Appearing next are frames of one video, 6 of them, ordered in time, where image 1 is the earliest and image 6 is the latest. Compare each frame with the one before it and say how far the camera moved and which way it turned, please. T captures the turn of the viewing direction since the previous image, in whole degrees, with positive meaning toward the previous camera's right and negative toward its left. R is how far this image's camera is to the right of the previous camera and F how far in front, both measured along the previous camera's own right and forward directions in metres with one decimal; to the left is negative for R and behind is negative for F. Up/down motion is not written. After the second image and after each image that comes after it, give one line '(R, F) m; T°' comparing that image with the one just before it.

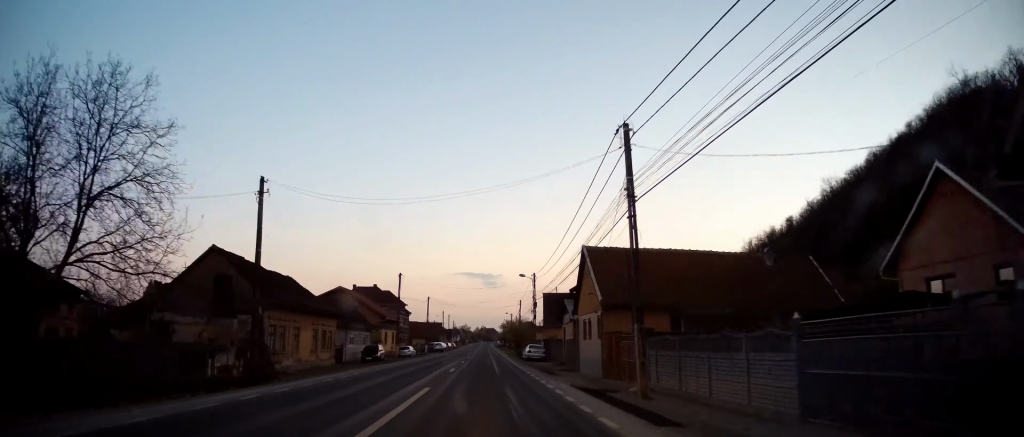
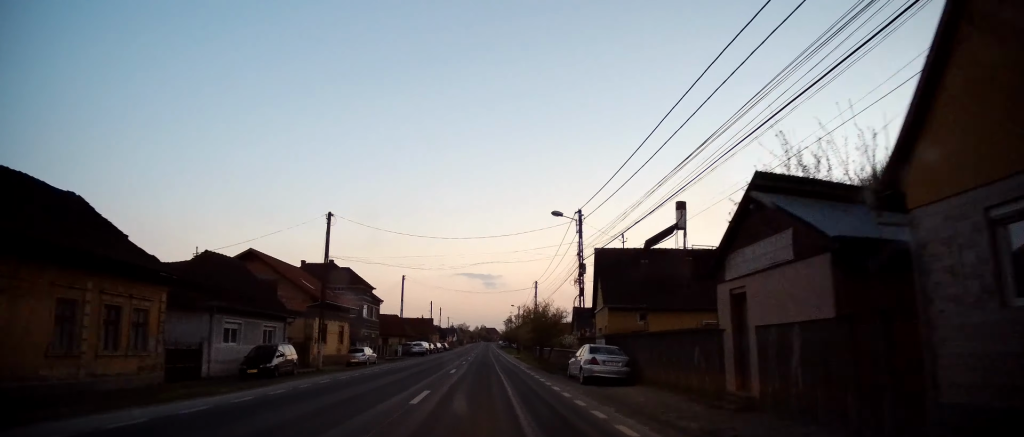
(-0.2, +25.1) m; 0°
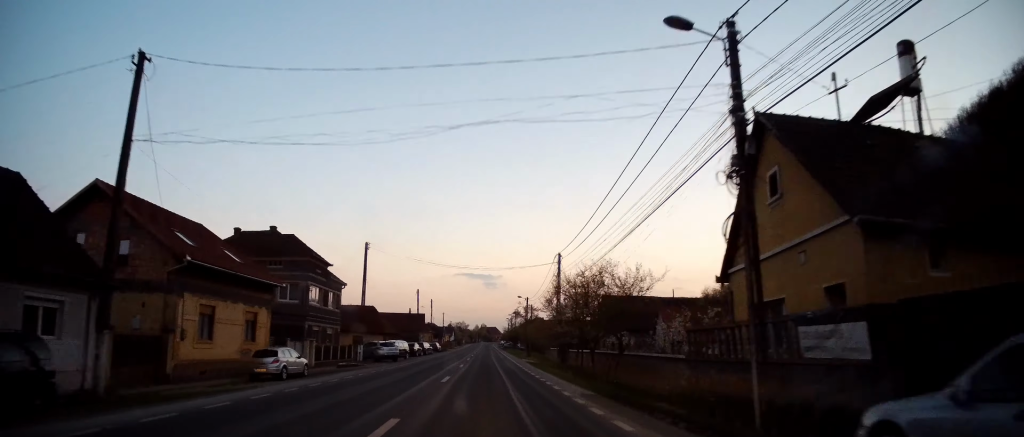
(0.0, +17.6) m; 0°
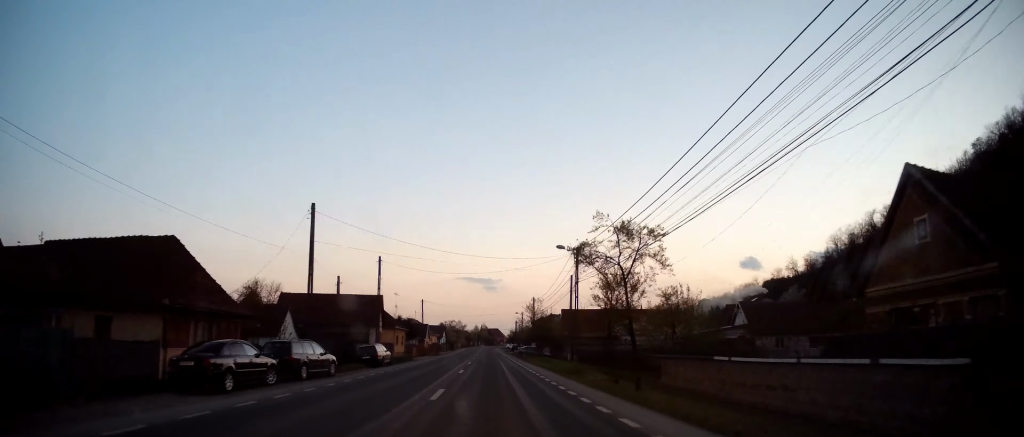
(-0.3, +42.0) m; 0°
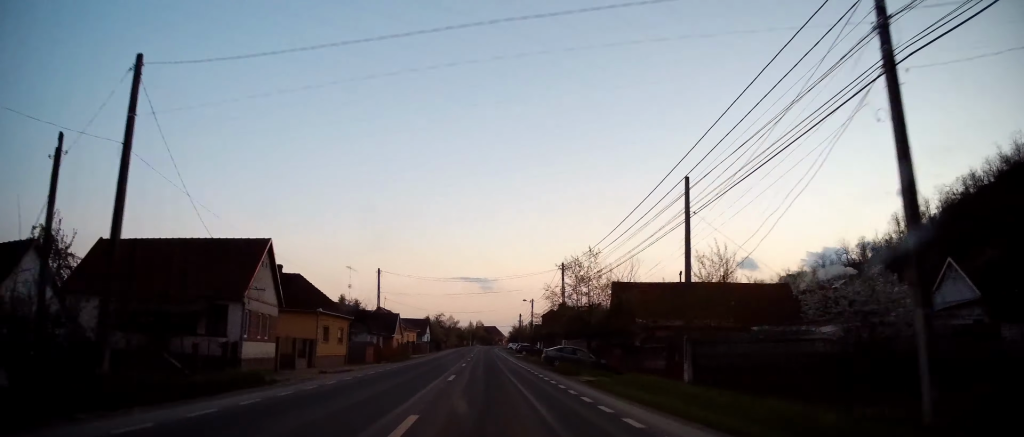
(+0.1, +30.2) m; 0°
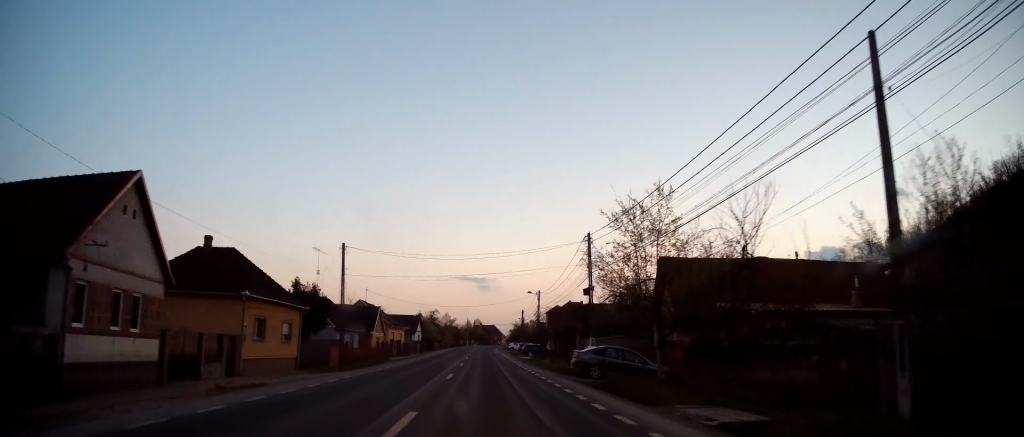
(0.0, +11.8) m; 0°
